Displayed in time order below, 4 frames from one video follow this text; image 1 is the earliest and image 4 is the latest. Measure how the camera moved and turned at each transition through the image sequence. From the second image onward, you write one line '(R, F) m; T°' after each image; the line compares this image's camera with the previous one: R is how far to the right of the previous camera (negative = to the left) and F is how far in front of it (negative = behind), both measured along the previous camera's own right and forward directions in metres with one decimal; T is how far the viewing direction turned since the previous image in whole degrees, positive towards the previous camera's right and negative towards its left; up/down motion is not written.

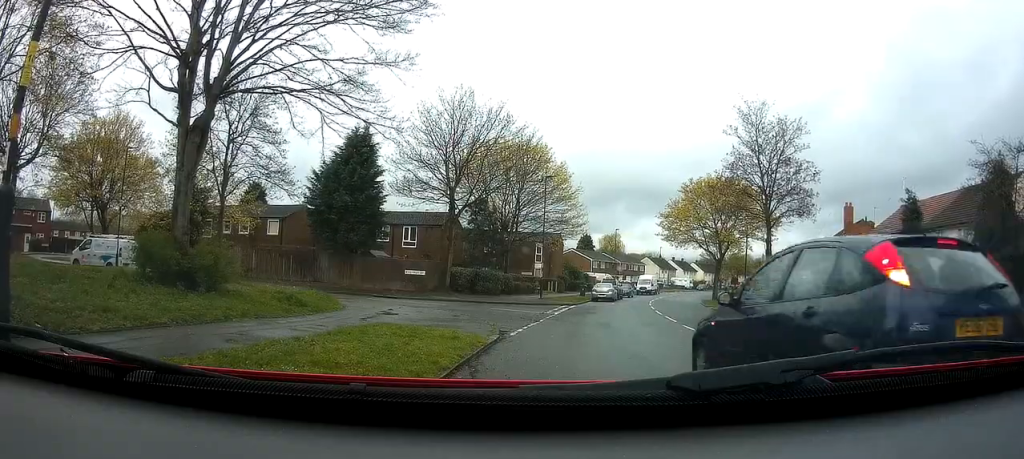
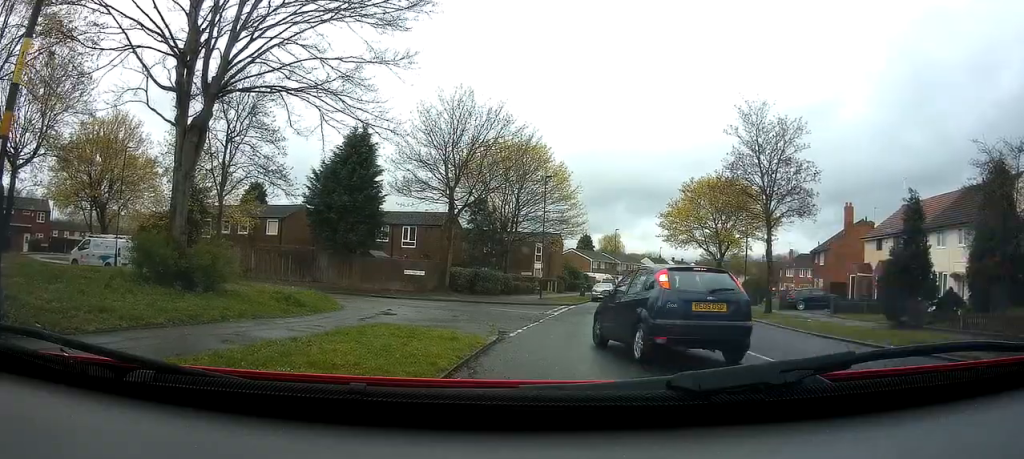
(0.0, +0.2) m; 0°
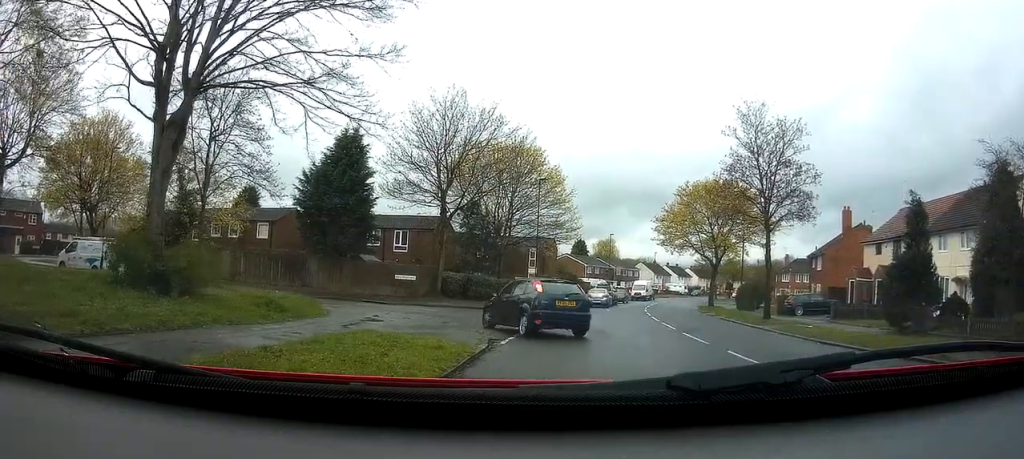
(+0.2, +0.6) m; 0°
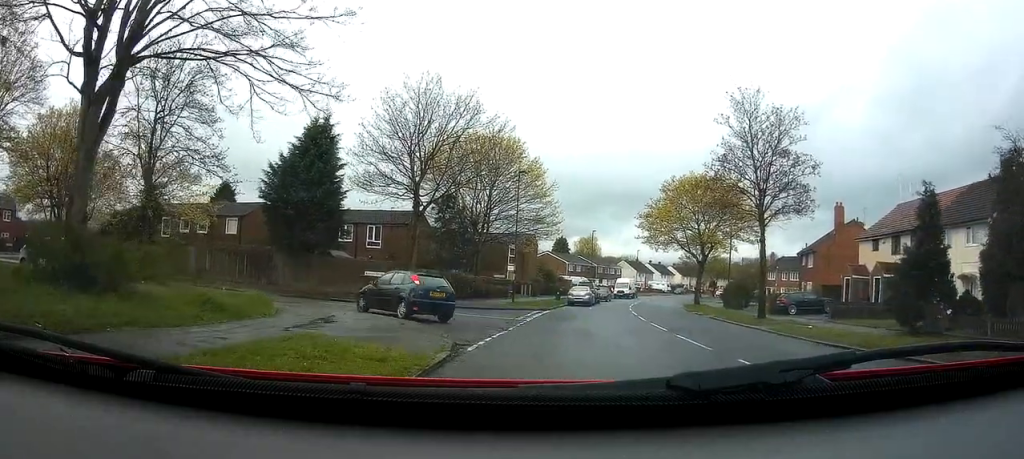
(+0.1, +1.0) m; 0°
